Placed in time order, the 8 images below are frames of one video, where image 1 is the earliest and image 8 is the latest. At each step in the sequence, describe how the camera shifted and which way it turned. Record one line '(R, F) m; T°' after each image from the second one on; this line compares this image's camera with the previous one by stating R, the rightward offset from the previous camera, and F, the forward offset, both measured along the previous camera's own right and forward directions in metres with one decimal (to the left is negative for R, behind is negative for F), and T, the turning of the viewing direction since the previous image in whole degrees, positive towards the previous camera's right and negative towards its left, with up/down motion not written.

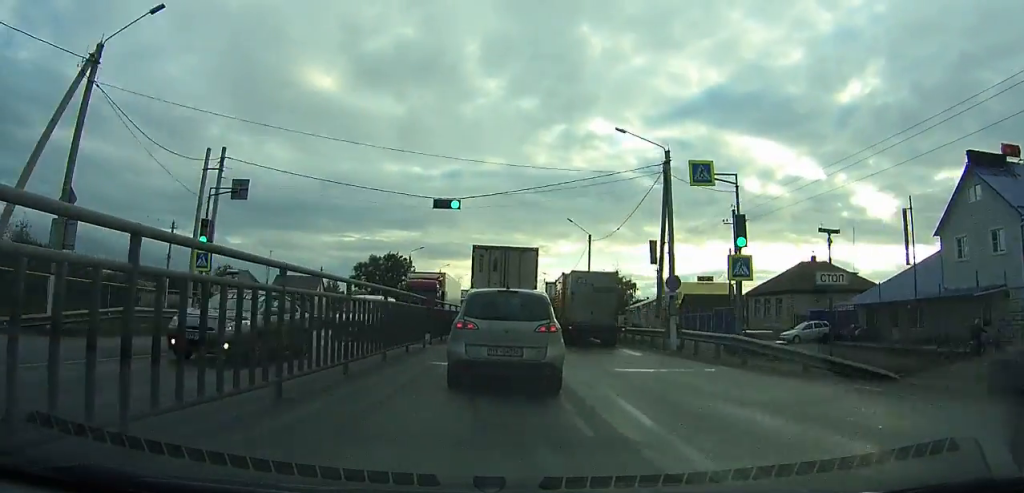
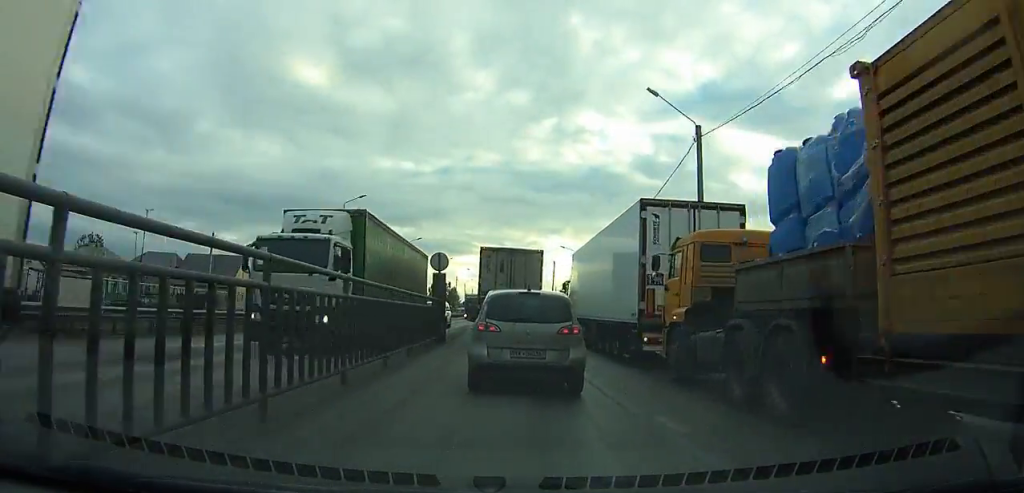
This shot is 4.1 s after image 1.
(0.0, +33.0) m; 0°
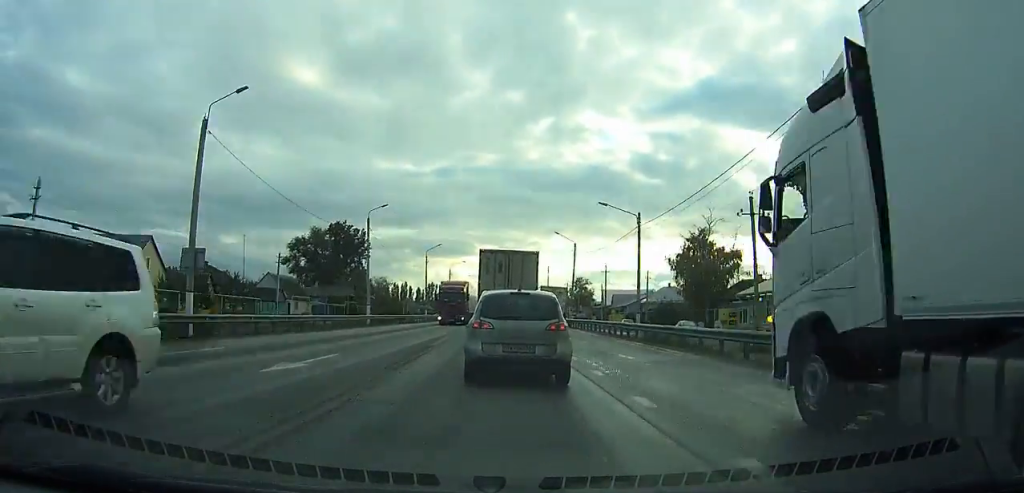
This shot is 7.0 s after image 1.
(0.0, +22.7) m; 0°
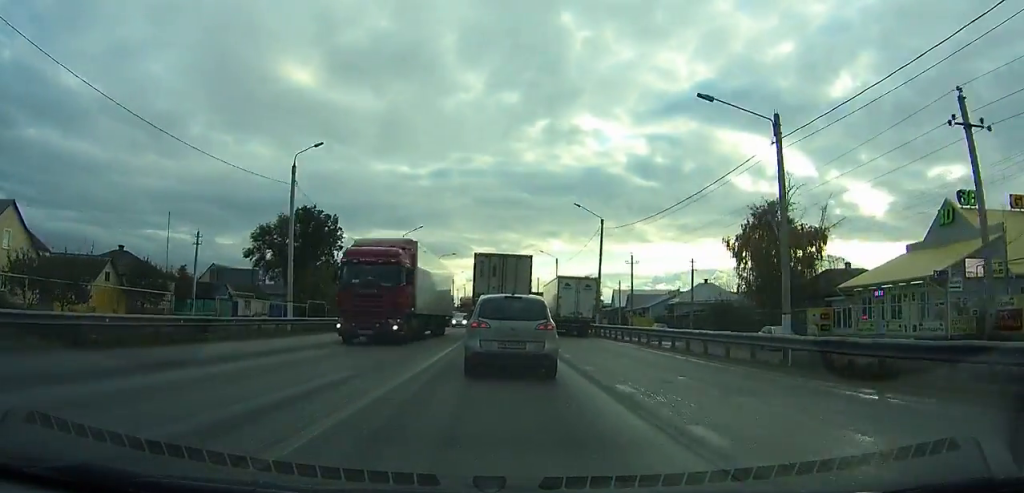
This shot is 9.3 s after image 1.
(+0.1, +17.9) m; 0°
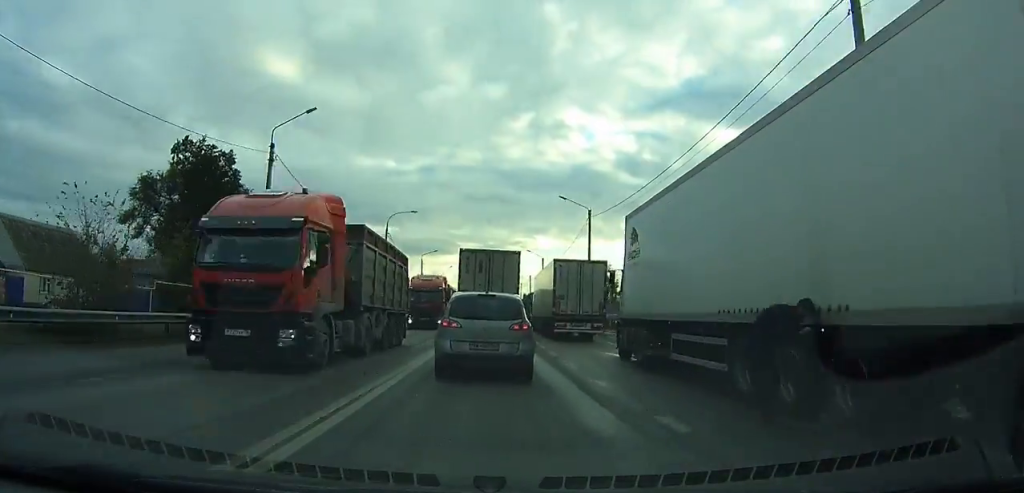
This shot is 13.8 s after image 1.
(+0.1, +35.1) m; +1°
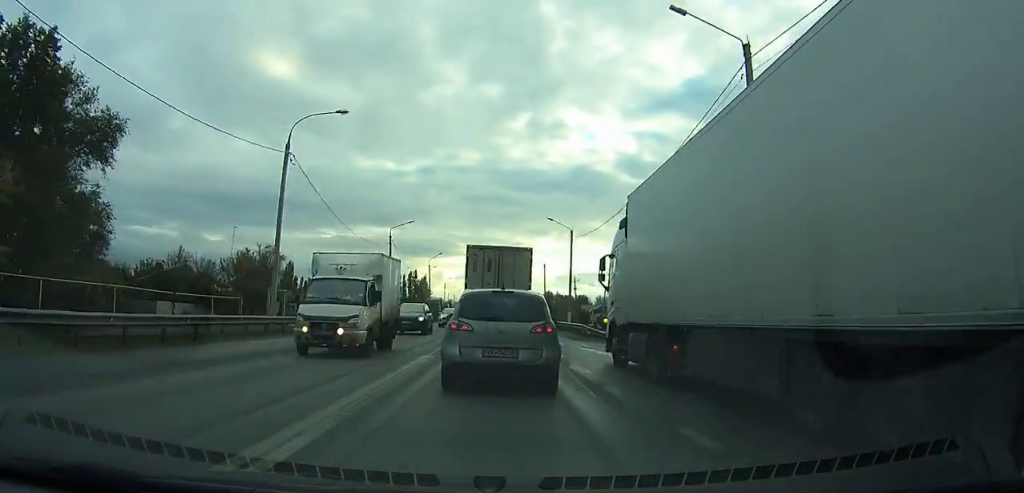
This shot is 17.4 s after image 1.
(+0.4, +27.6) m; 0°
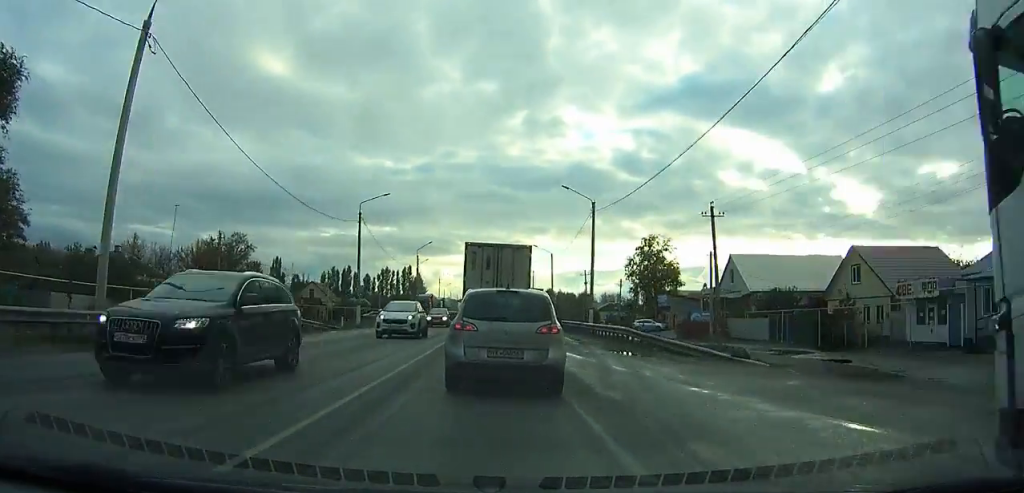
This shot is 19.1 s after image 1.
(-0.1, +12.7) m; -1°
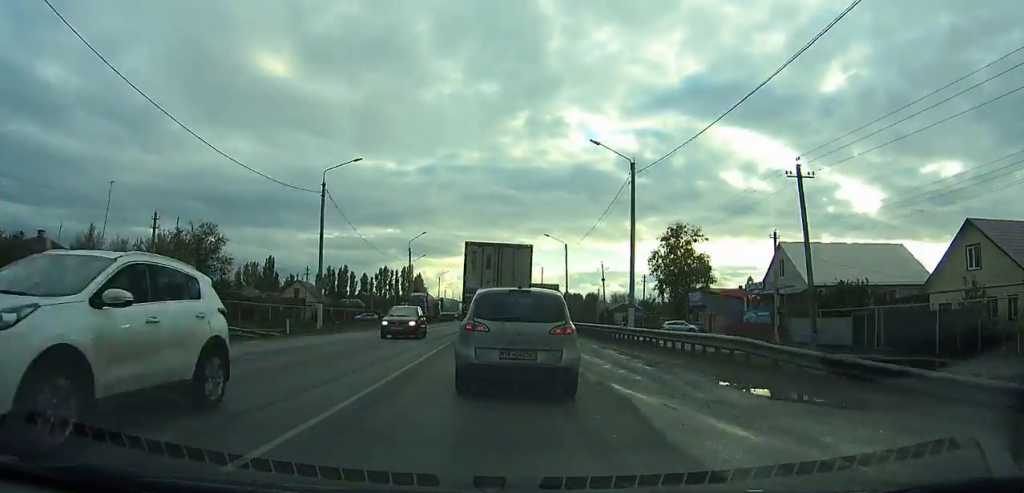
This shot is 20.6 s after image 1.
(0.0, +11.2) m; 0°
